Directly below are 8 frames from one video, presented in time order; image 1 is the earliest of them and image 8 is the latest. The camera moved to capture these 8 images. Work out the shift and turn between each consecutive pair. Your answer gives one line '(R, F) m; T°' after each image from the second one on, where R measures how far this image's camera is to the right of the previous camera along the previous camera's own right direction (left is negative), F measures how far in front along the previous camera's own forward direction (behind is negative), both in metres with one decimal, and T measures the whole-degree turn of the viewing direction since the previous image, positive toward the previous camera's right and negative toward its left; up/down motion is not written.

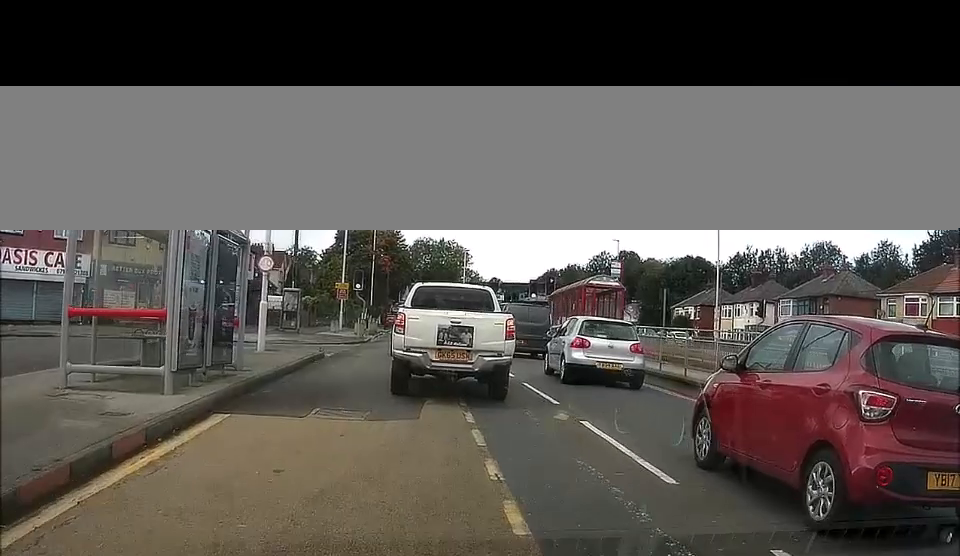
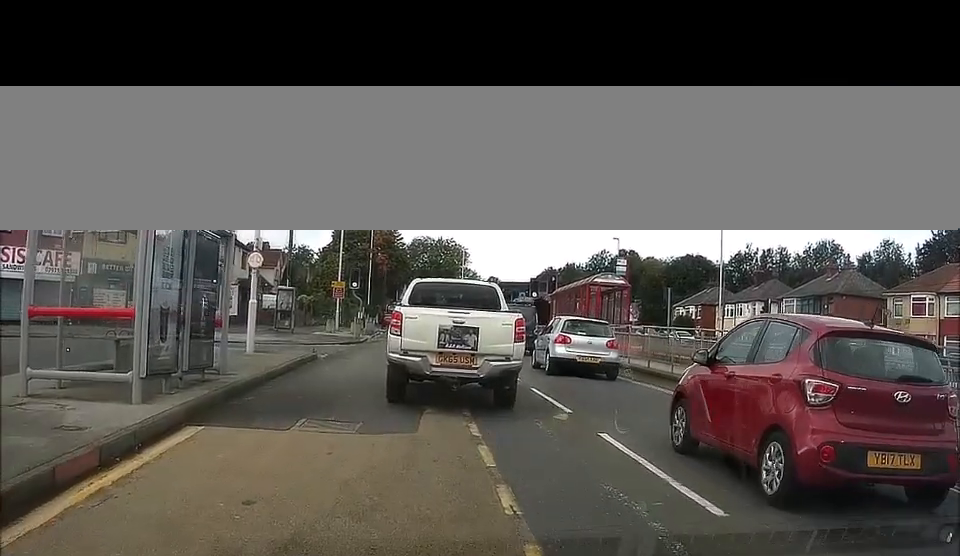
(-0.1, +1.2) m; -1°
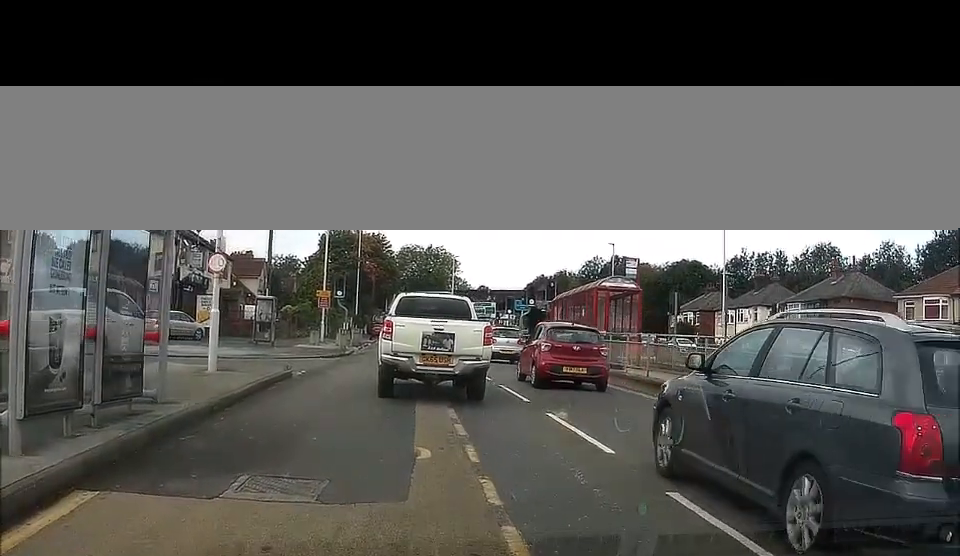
(+0.7, +3.8) m; +6°
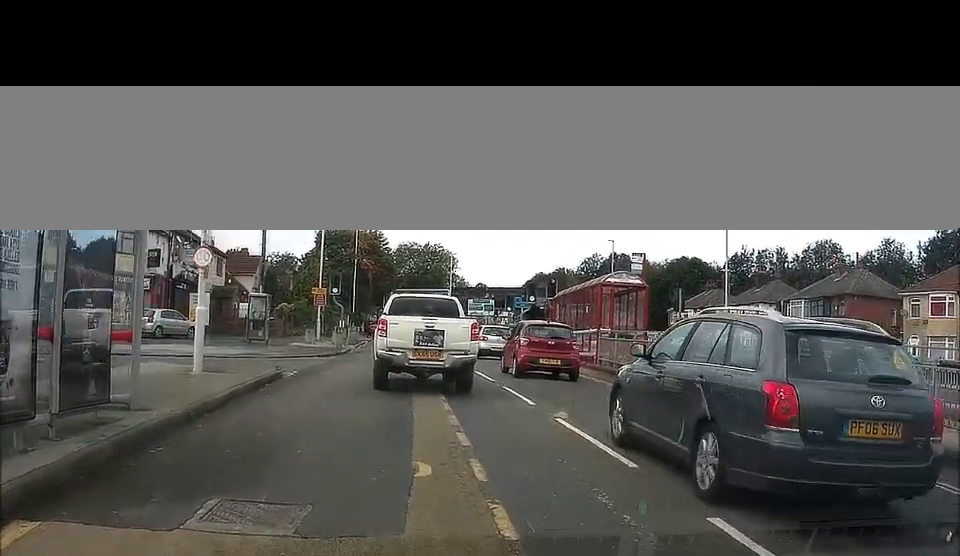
(-0.1, +1.0) m; -2°
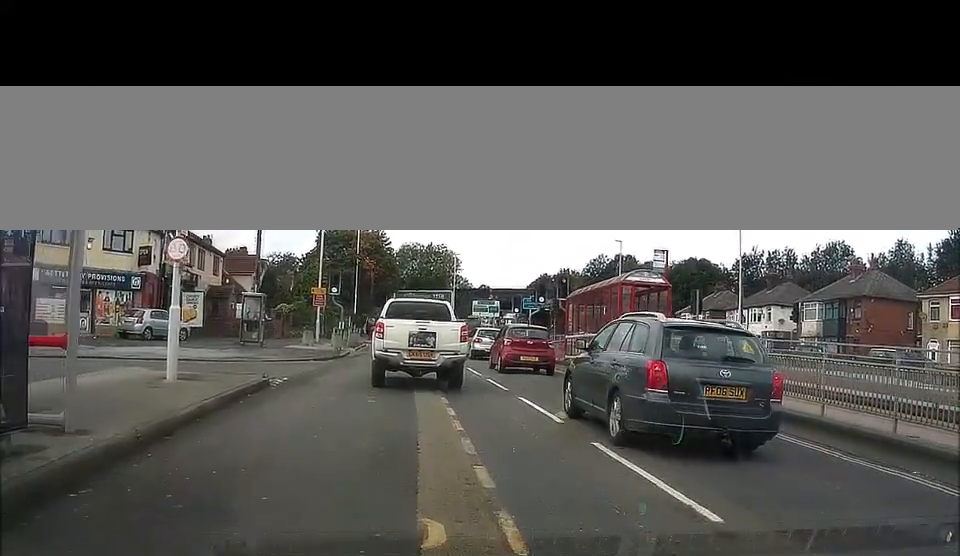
(0.0, +2.0) m; -1°
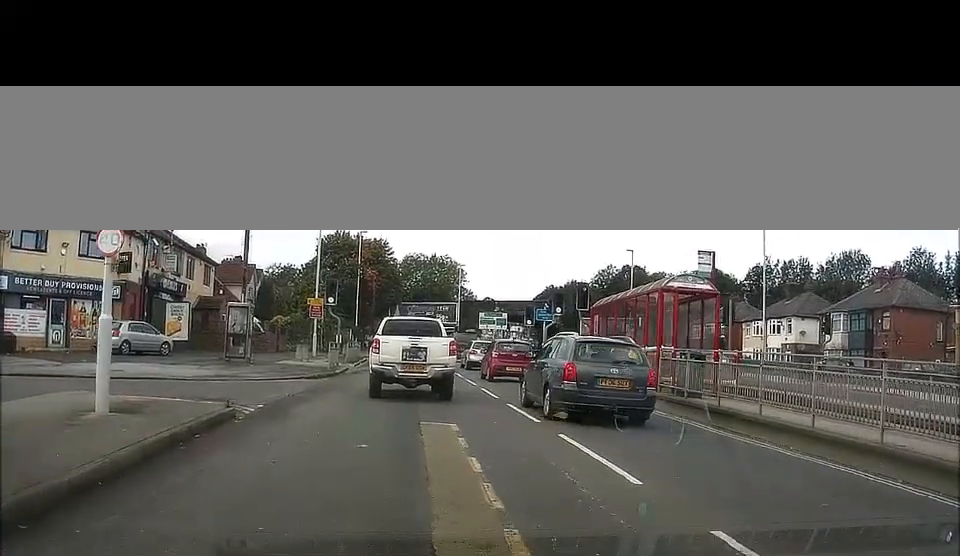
(0.0, +3.2) m; -3°
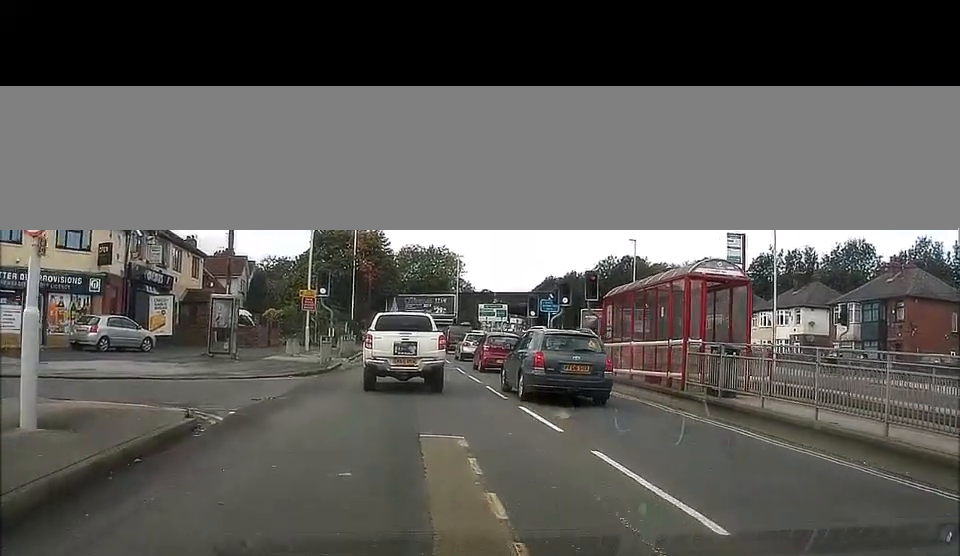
(0.0, +1.9) m; -3°
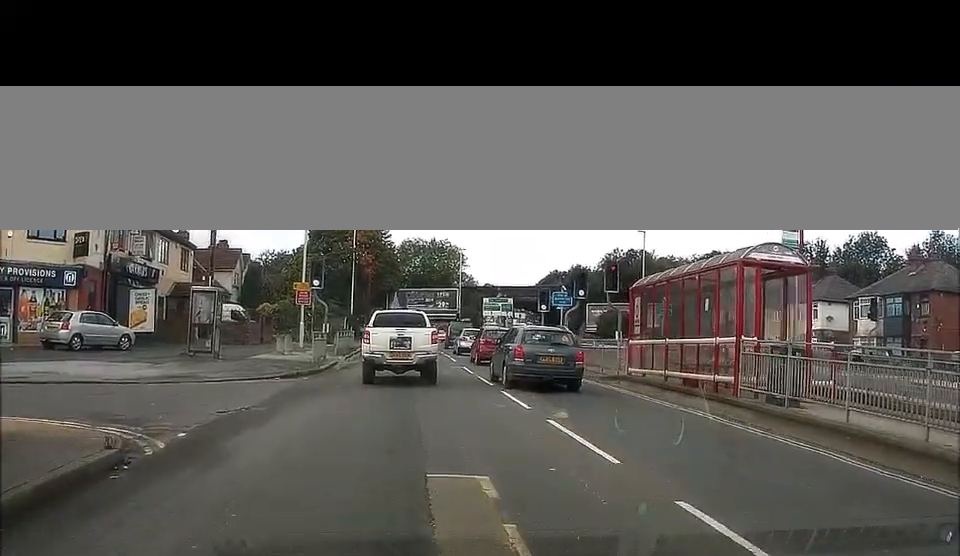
(-0.1, +2.8) m; +3°
